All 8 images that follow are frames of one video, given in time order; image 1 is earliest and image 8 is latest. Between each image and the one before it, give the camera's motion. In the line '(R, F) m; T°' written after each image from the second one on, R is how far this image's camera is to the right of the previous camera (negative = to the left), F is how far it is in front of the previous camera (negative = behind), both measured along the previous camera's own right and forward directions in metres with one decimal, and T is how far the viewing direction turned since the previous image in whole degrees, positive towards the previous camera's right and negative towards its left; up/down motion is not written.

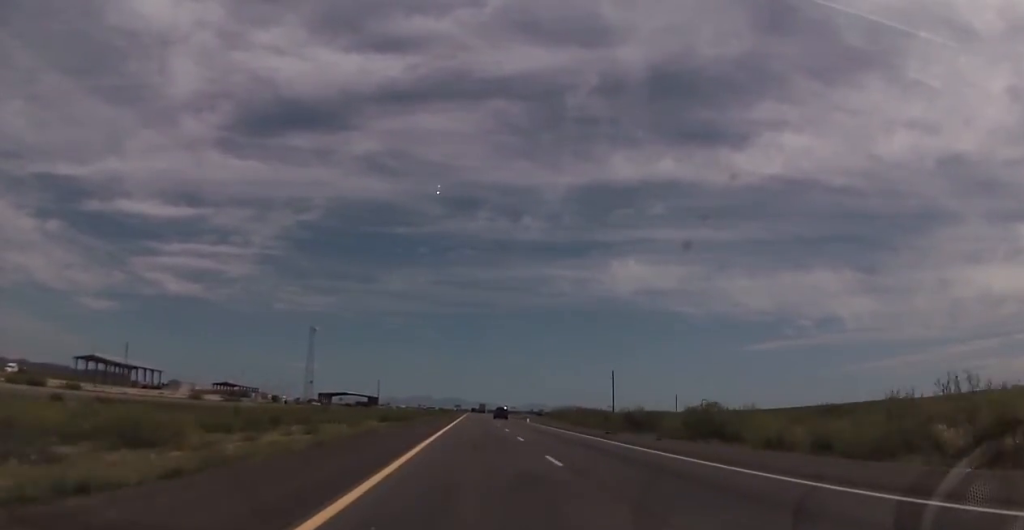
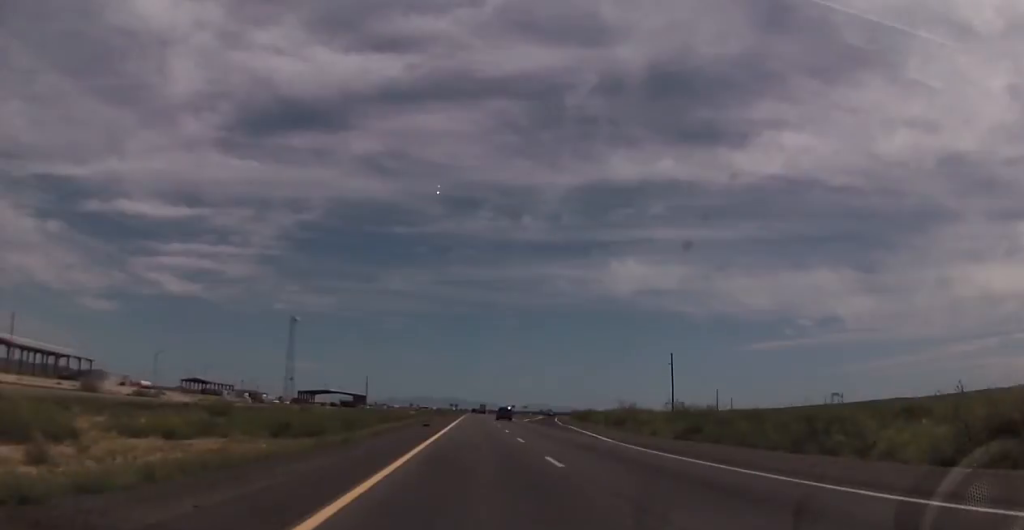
(0.0, +48.8) m; 0°
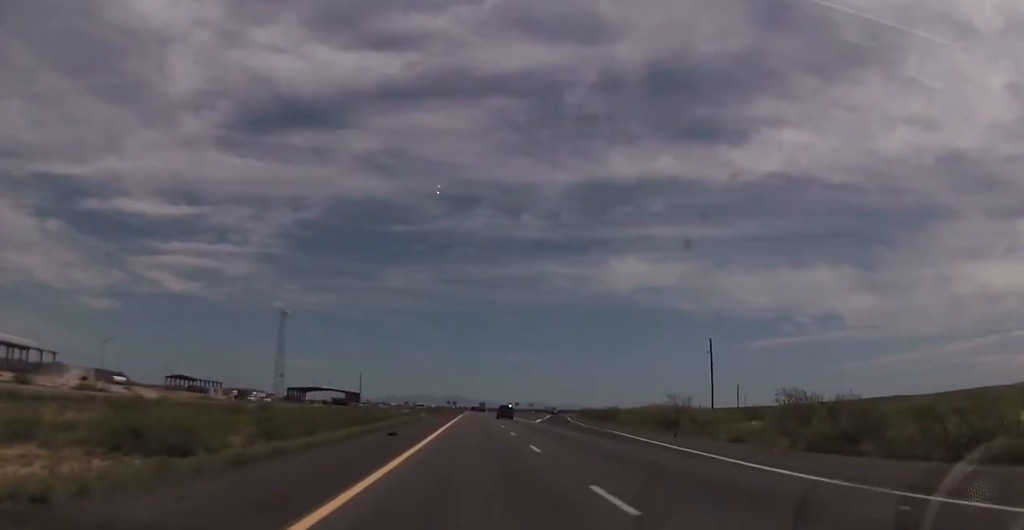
(0.0, +19.6) m; 0°
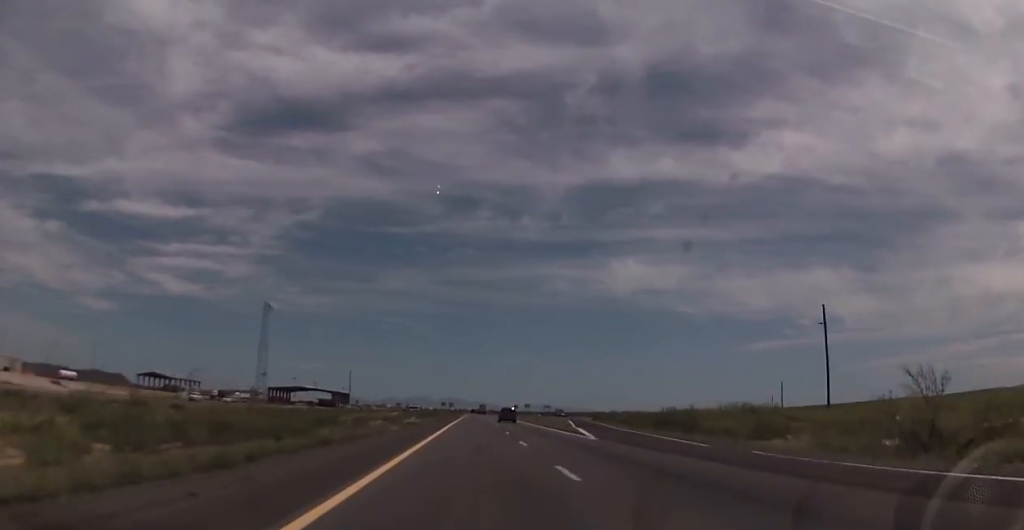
(0.0, +32.6) m; 0°
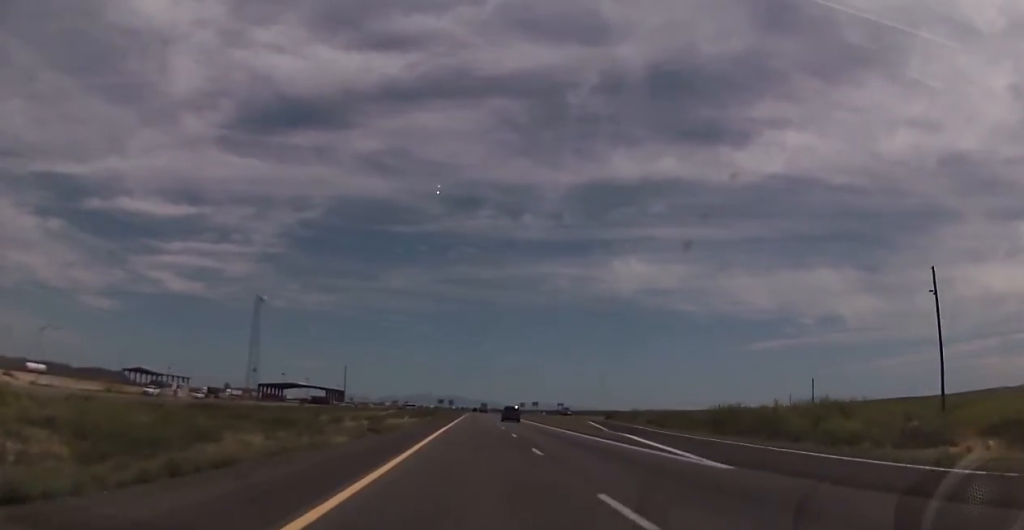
(0.0, +17.4) m; 0°
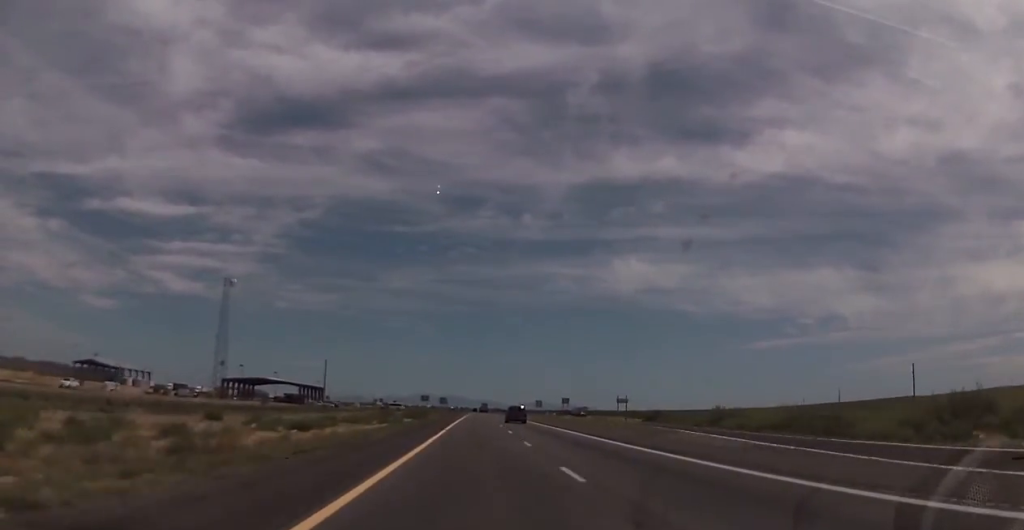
(0.0, +43.5) m; 0°
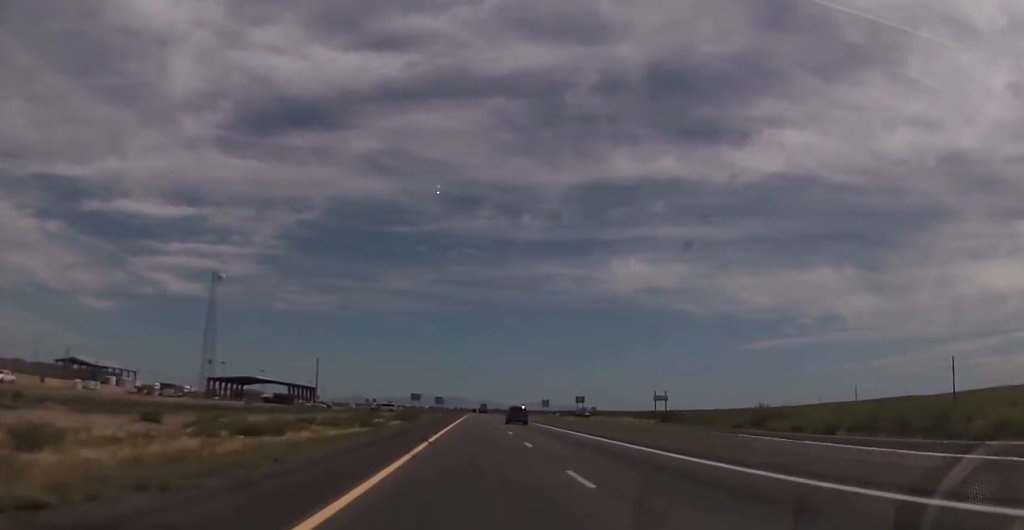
(0.0, +13.1) m; 0°
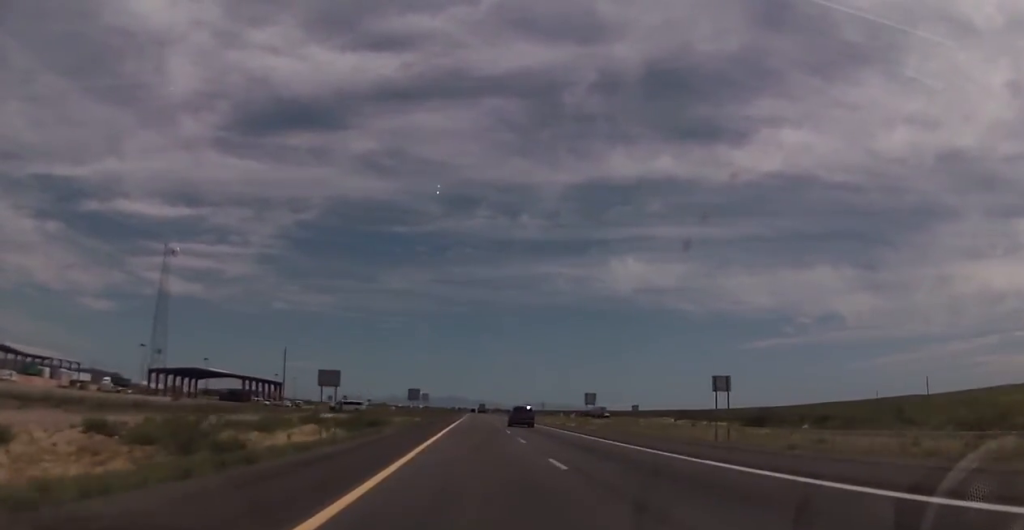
(0.0, +45.0) m; 0°
